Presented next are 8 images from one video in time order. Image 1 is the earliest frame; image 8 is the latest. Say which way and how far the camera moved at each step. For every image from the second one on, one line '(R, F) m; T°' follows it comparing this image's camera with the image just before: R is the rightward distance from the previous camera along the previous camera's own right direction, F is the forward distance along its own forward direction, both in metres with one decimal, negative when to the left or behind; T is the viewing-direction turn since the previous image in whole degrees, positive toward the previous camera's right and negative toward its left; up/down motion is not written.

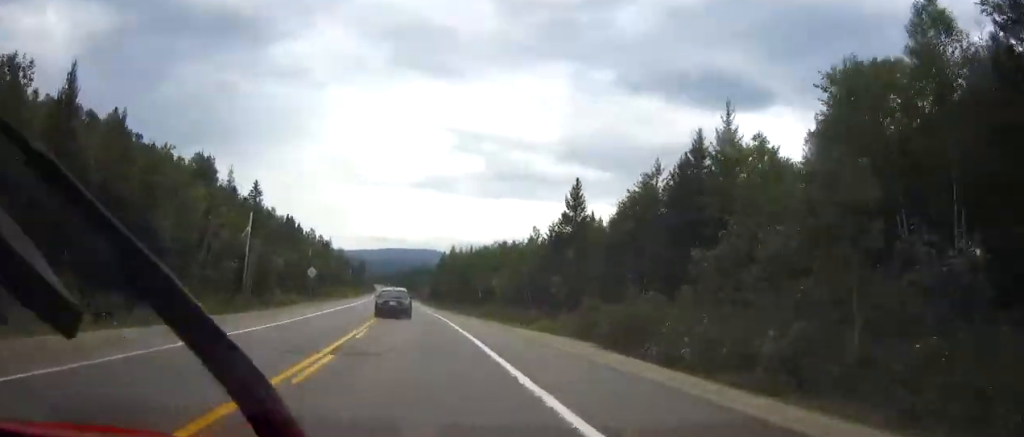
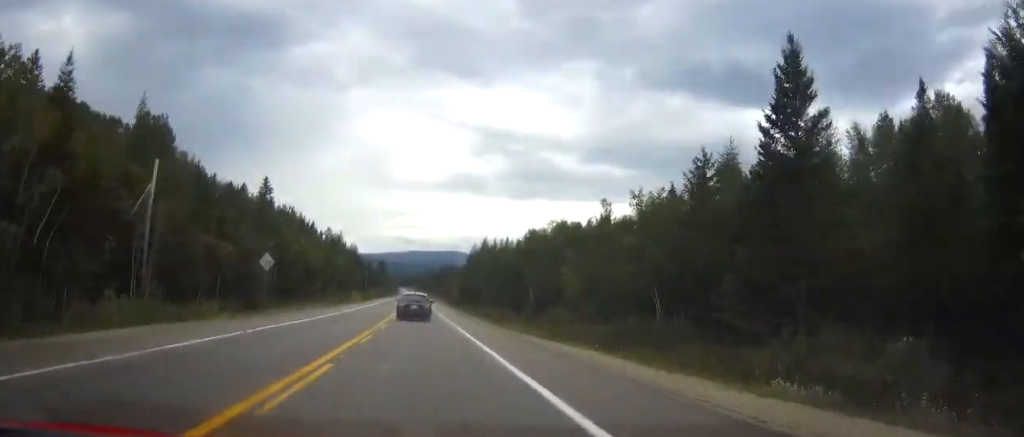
(-0.4, +30.7) m; -2°
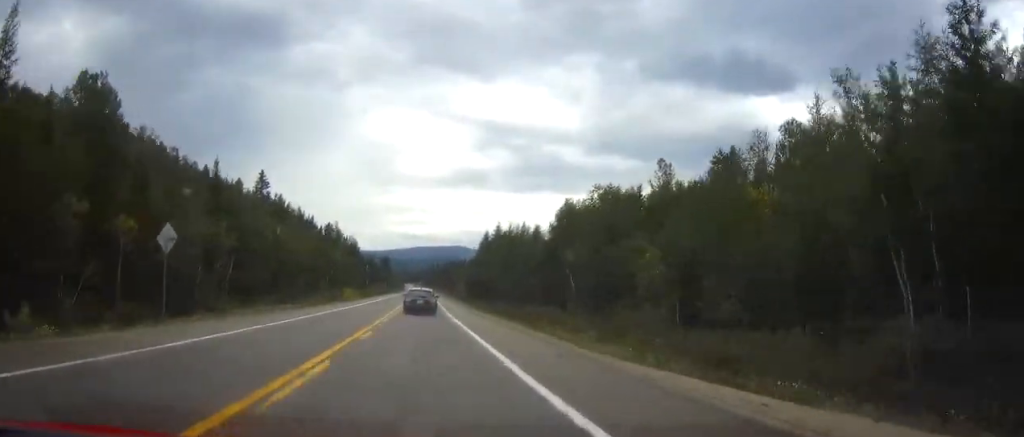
(-0.2, +18.8) m; -1°
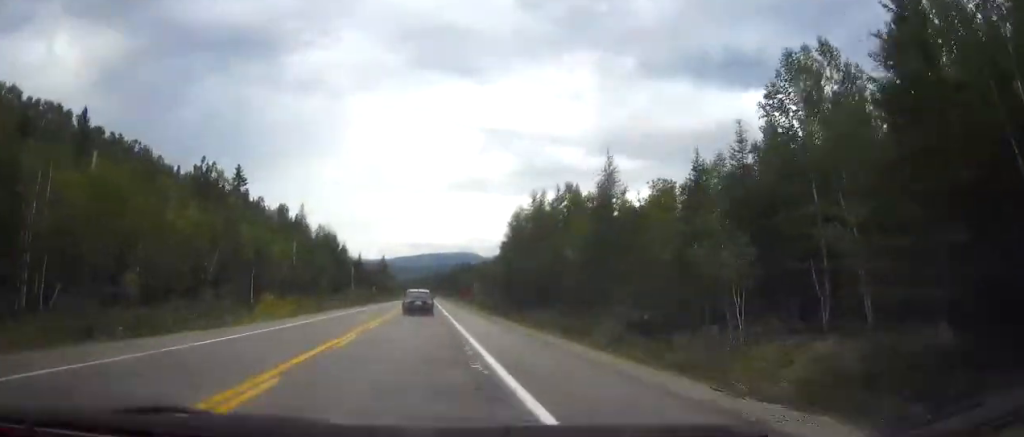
(-0.4, +47.0) m; -1°
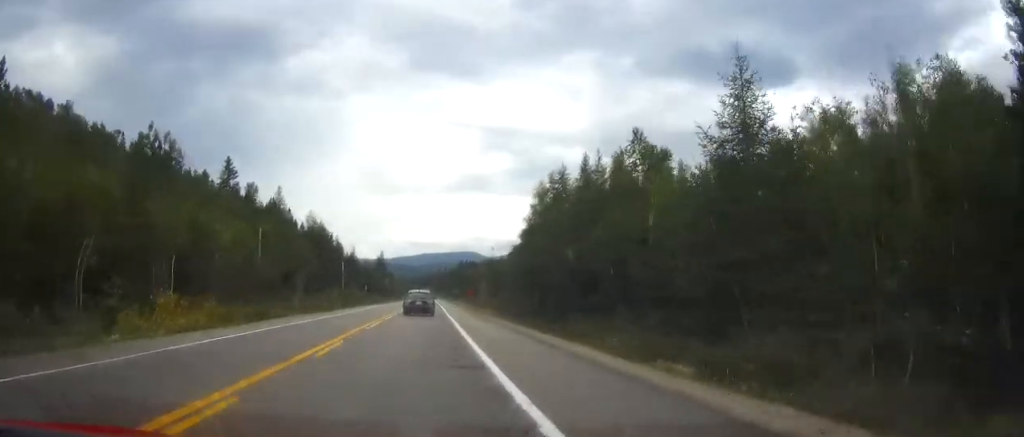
(0.0, +19.6) m; 0°
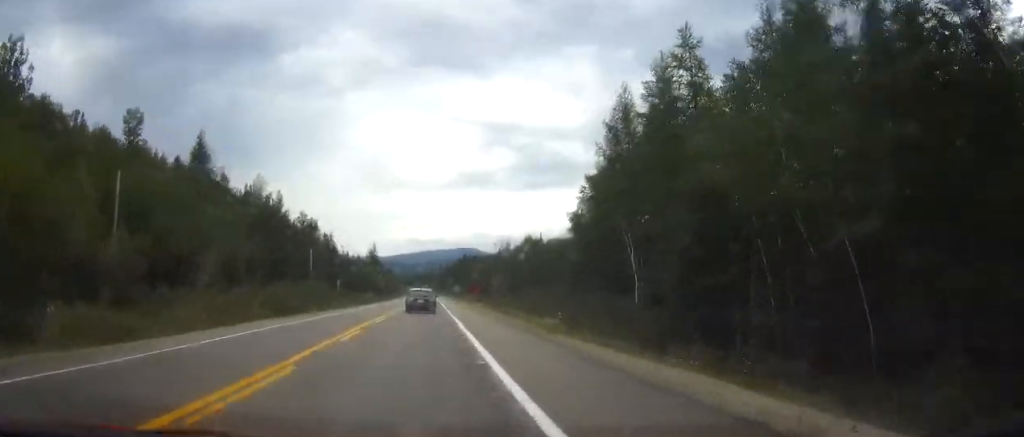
(-0.1, +35.3) m; 0°
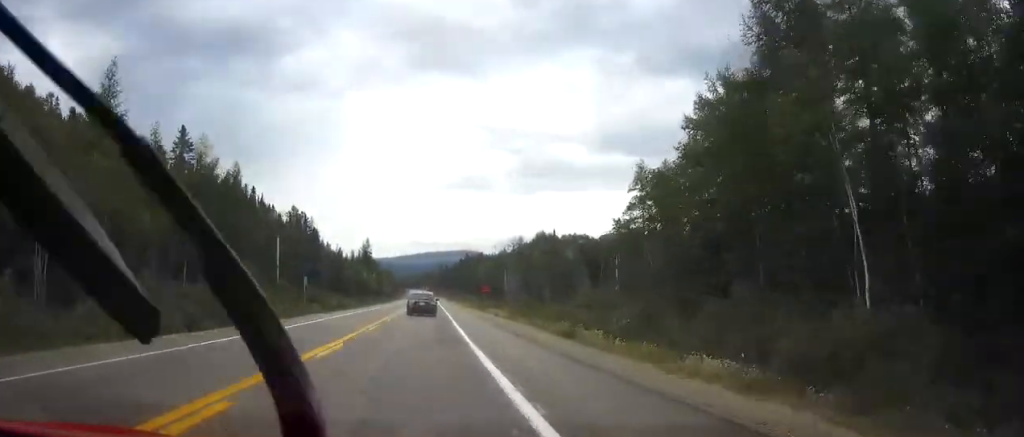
(0.0, +21.6) m; 0°
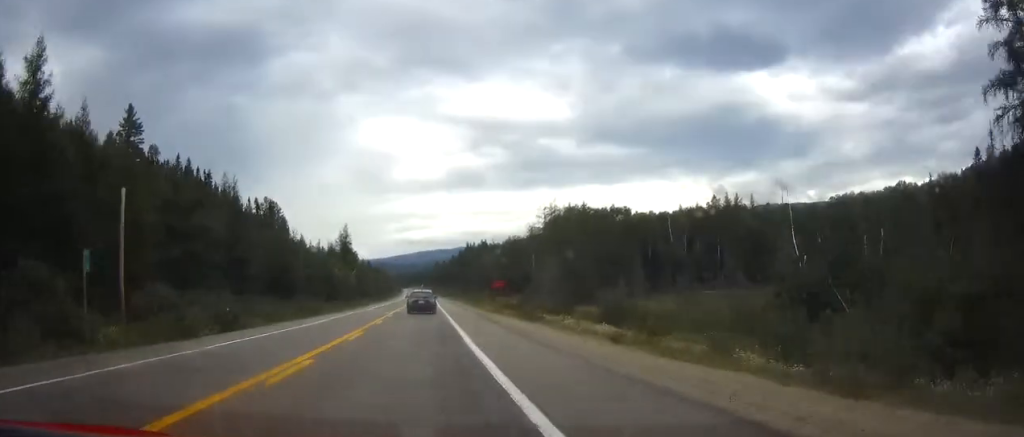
(0.0, +40.5) m; 0°
